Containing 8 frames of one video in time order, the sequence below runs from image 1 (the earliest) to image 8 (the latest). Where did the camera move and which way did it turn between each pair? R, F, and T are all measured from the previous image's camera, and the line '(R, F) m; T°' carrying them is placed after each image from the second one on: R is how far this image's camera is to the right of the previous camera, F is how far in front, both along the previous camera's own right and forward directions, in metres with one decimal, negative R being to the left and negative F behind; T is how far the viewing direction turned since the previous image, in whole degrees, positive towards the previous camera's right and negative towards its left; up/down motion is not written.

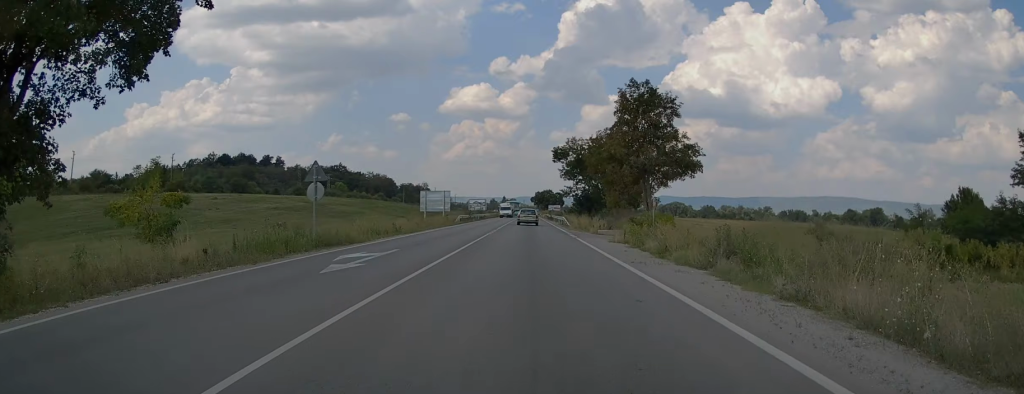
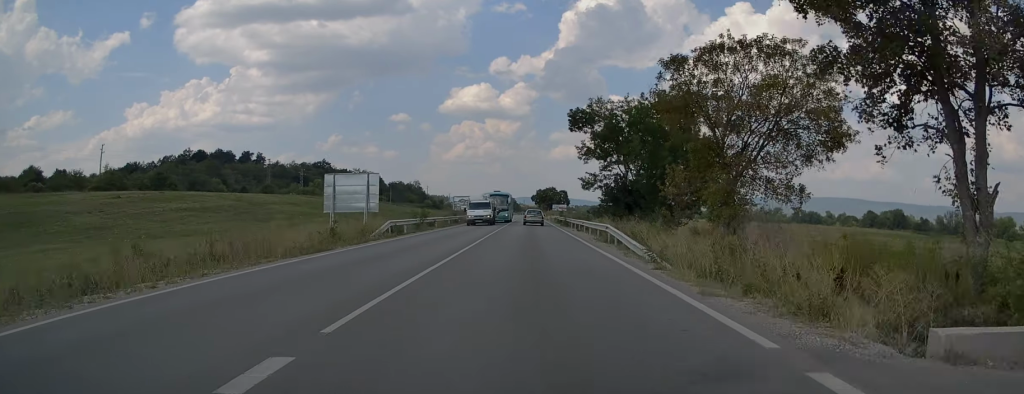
(-0.1, +32.9) m; 0°
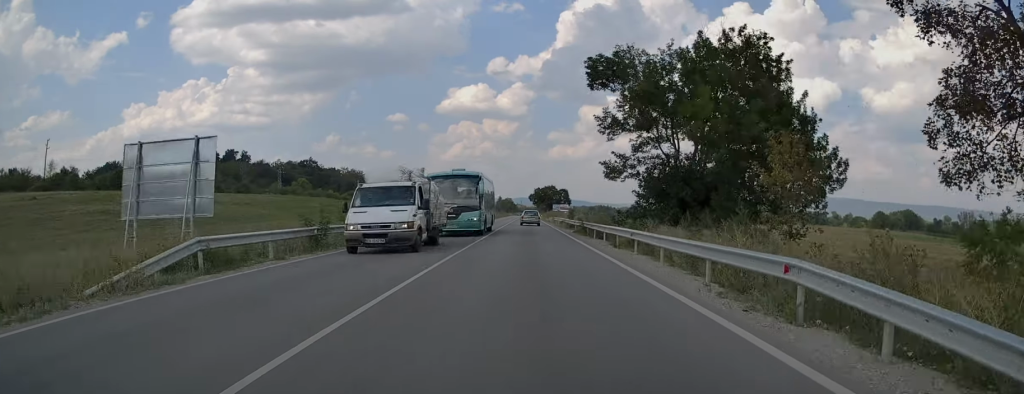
(+0.1, +19.2) m; 0°
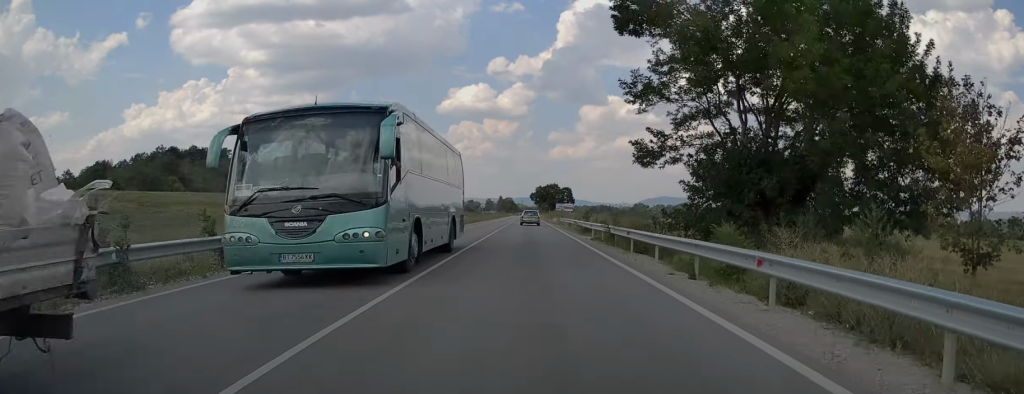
(0.0, +11.1) m; 0°
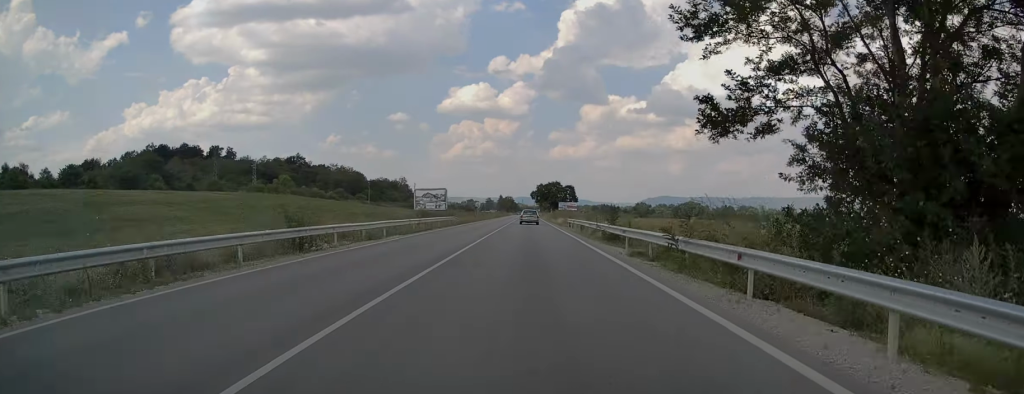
(0.0, +11.0) m; 0°
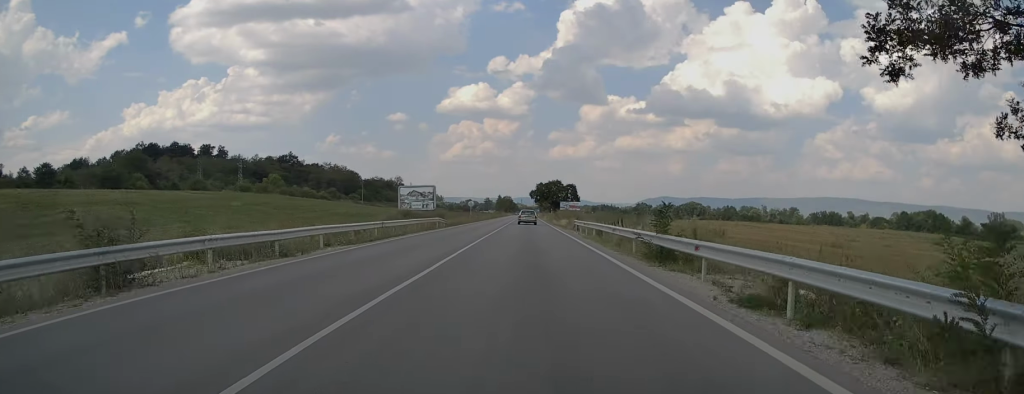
(0.0, +9.6) m; 0°
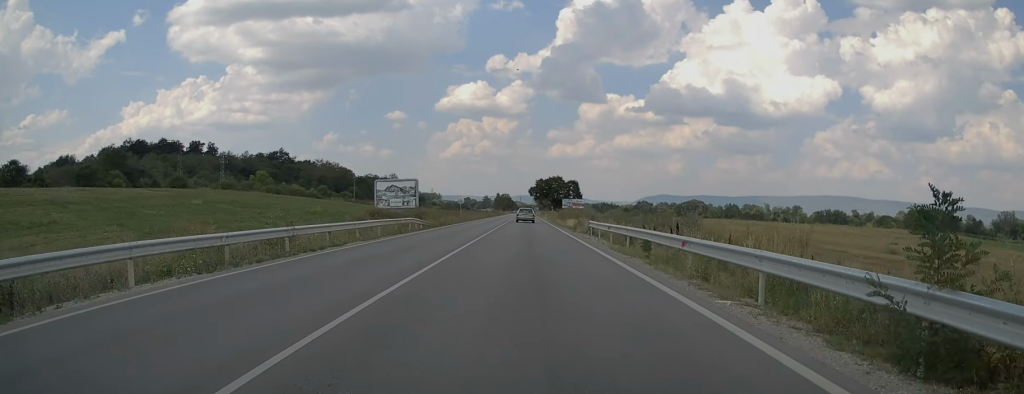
(-0.1, +11.0) m; 0°
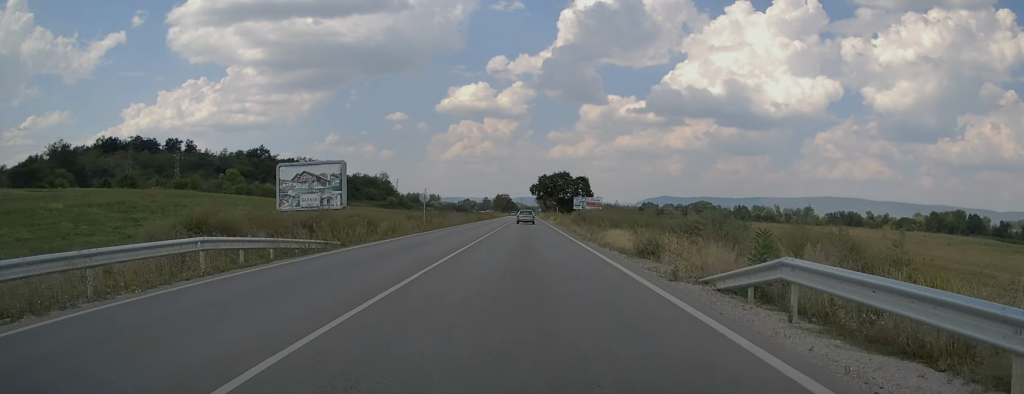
(+0.2, +25.1) m; 0°
